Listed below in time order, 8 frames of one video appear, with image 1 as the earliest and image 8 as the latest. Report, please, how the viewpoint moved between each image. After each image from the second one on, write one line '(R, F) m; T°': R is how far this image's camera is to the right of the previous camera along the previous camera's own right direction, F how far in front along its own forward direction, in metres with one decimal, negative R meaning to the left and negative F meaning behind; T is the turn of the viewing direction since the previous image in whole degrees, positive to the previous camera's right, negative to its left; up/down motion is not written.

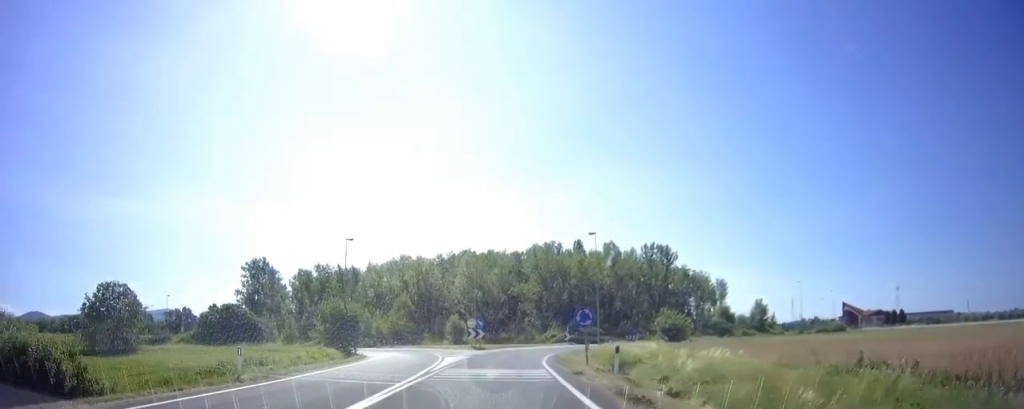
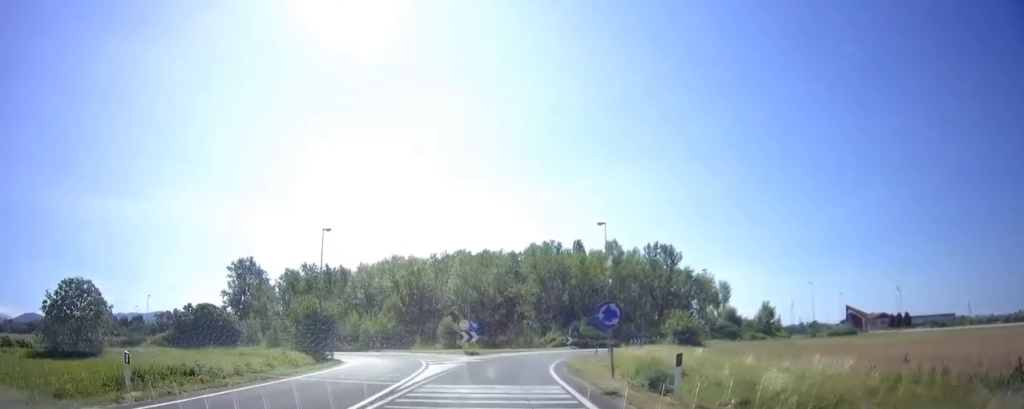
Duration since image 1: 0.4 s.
(0.0, +5.1) m; +1°
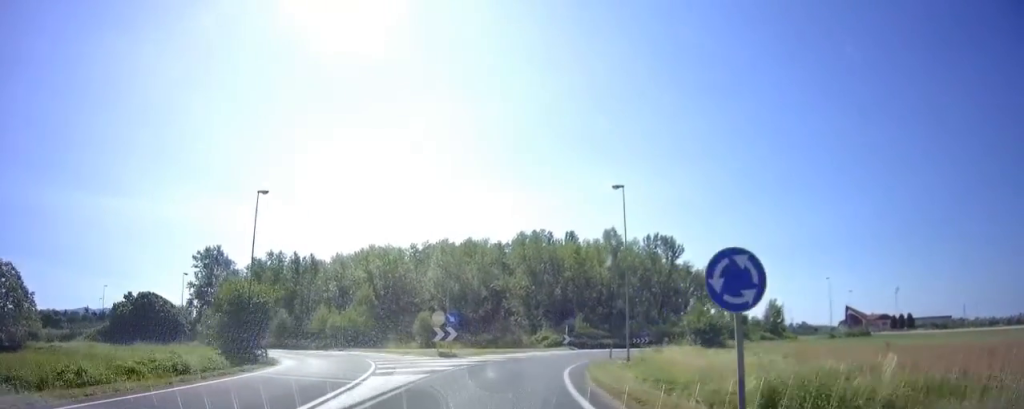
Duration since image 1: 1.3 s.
(0.0, +9.4) m; +3°
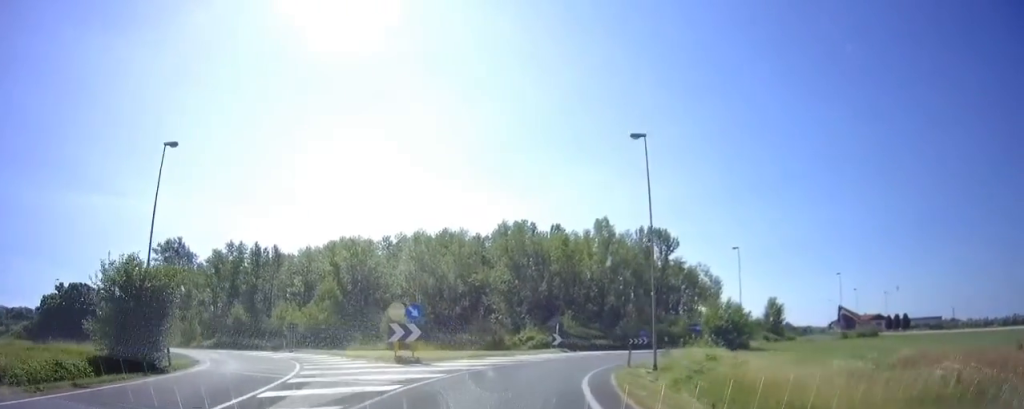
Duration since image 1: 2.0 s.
(+0.3, +7.5) m; +5°
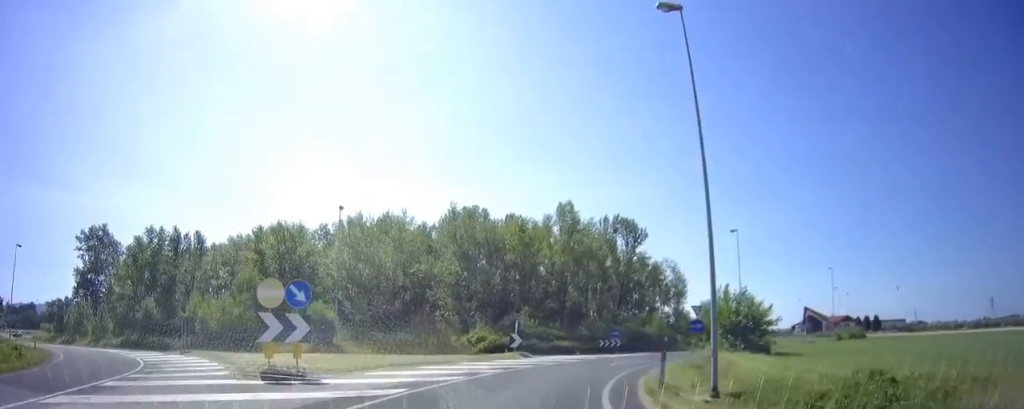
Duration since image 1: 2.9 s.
(+0.5, +9.6) m; +8°
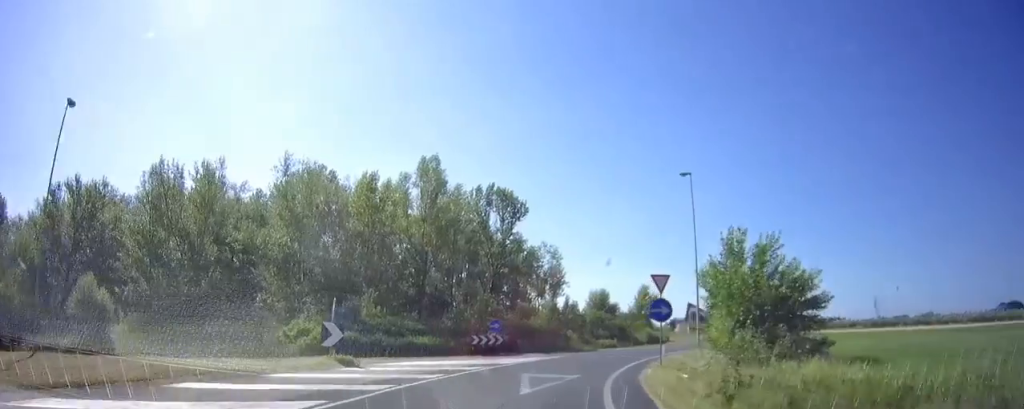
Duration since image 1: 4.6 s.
(+2.0, +13.6) m; +14°
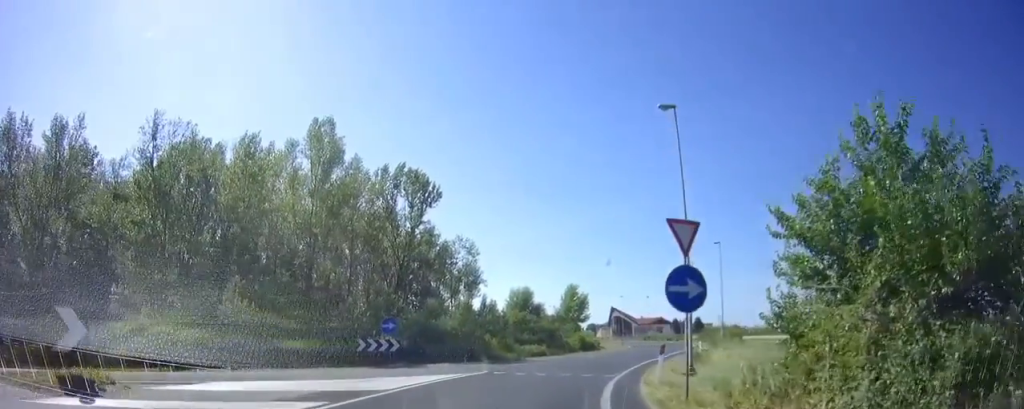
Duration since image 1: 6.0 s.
(+0.7, +10.2) m; +9°
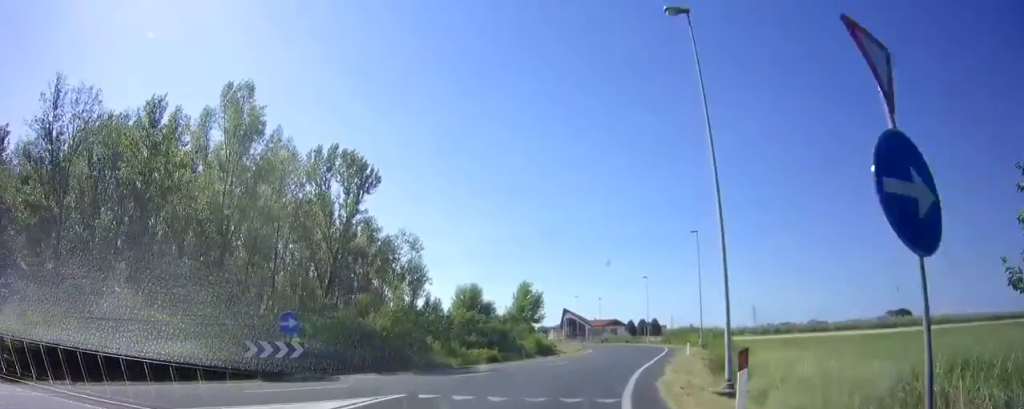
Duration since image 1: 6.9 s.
(+0.5, +8.1) m; +8°
